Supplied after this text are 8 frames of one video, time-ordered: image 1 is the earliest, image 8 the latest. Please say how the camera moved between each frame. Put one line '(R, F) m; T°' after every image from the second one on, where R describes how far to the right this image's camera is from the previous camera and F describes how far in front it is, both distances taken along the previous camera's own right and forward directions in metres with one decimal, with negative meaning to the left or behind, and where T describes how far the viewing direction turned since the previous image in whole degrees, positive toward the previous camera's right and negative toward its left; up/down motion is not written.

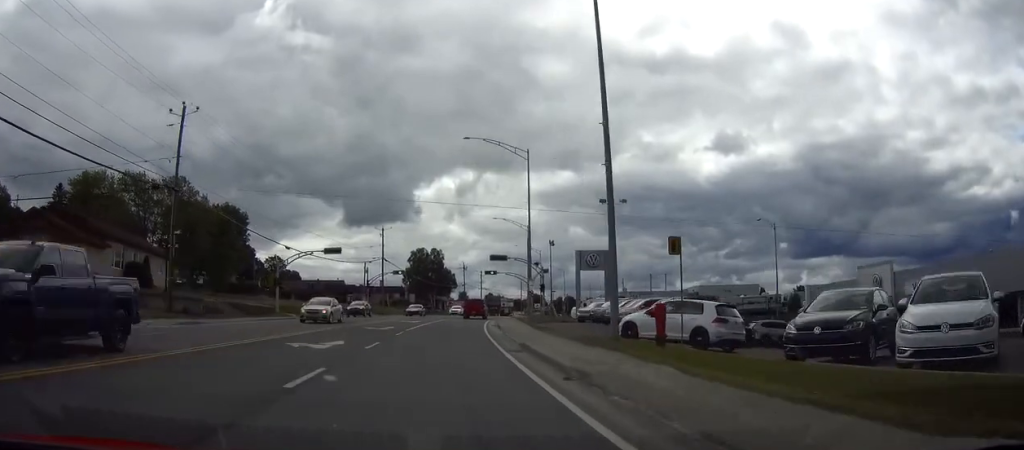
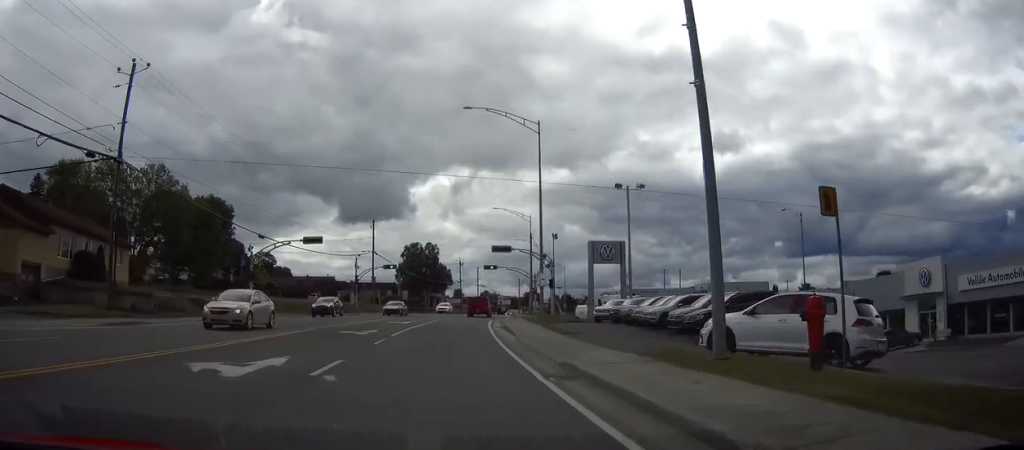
(0.0, +7.4) m; 0°
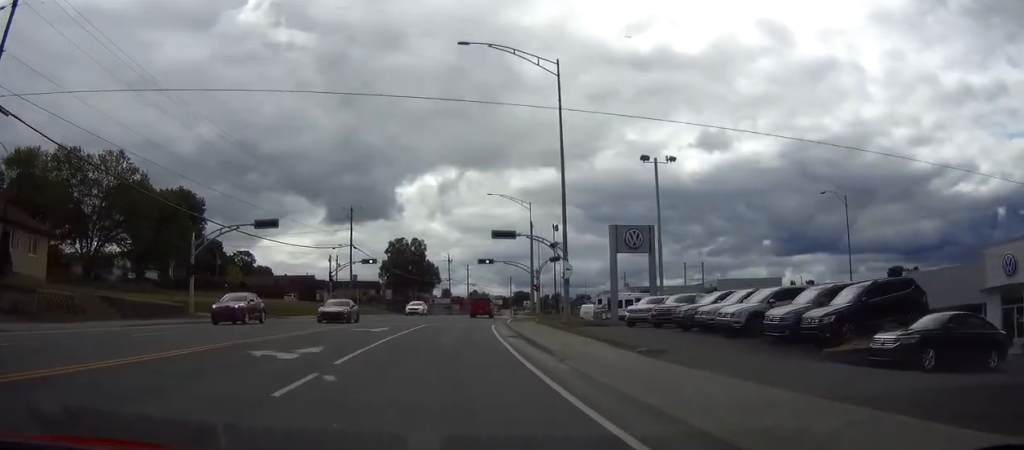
(0.0, +11.1) m; +1°
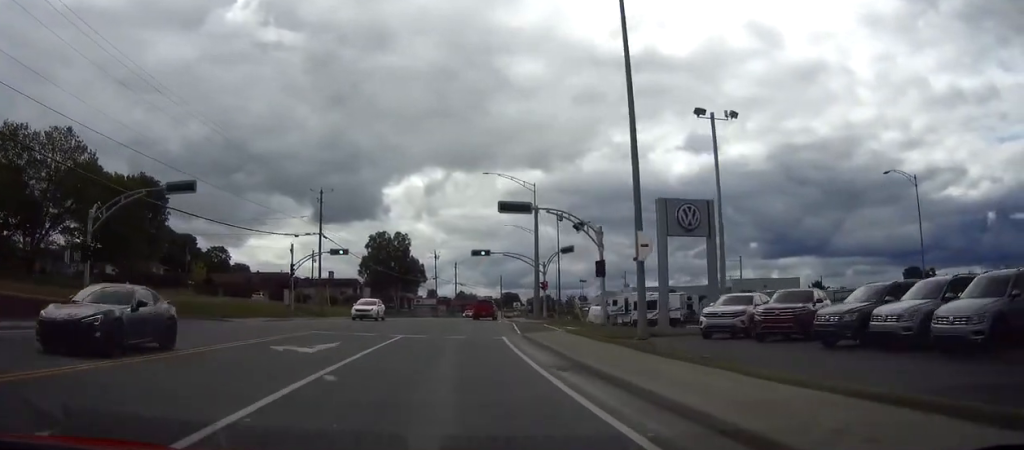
(+0.2, +12.8) m; +1°
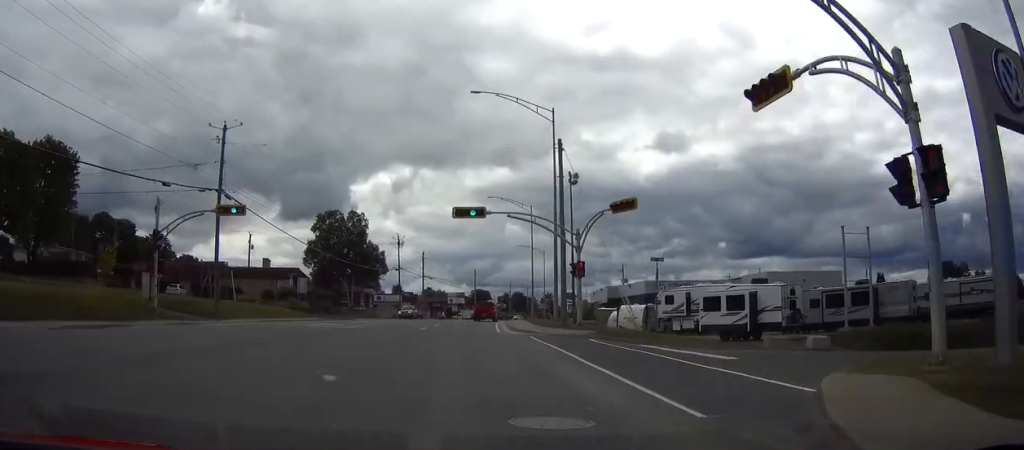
(+0.6, +24.2) m; +3°
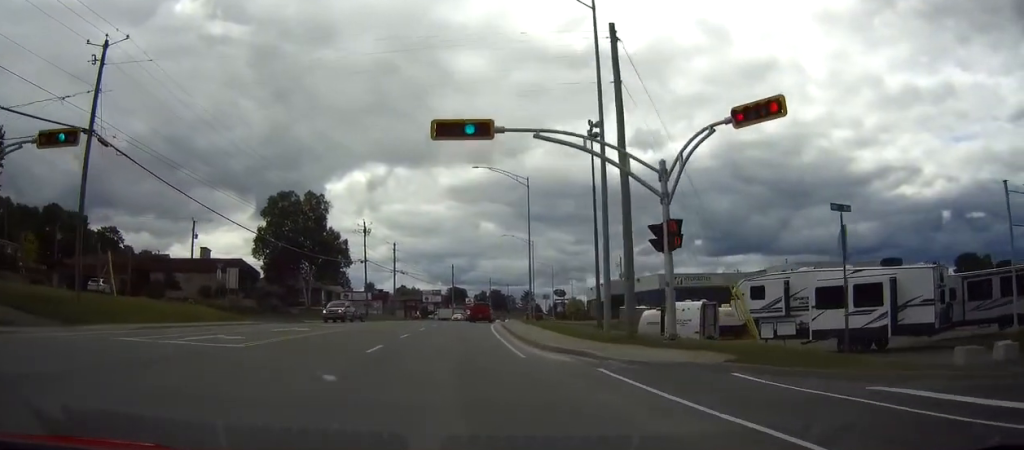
(+0.3, +15.8) m; +2°
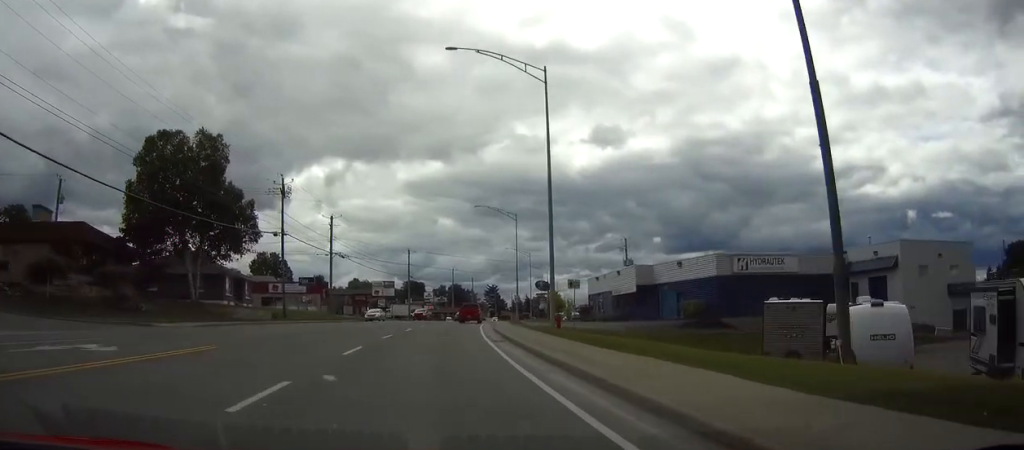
(+0.8, +27.7) m; +3°
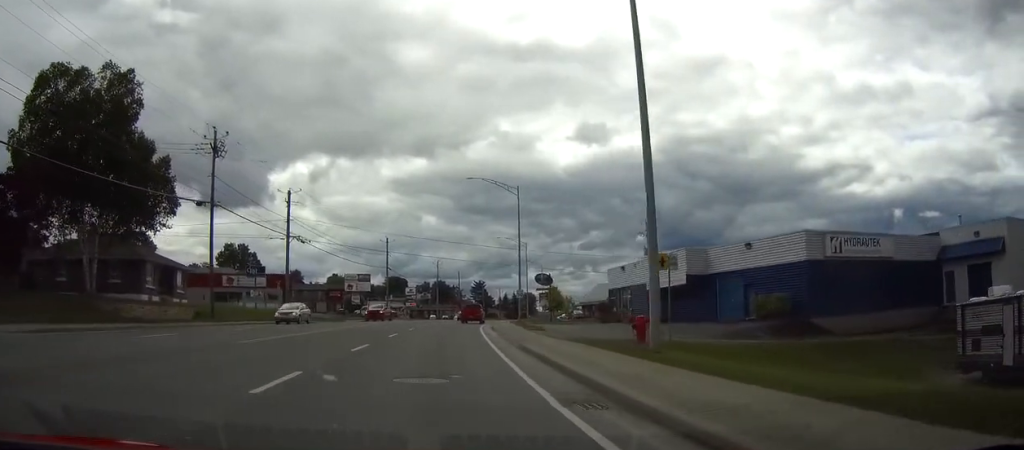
(+0.2, +16.2) m; +1°
